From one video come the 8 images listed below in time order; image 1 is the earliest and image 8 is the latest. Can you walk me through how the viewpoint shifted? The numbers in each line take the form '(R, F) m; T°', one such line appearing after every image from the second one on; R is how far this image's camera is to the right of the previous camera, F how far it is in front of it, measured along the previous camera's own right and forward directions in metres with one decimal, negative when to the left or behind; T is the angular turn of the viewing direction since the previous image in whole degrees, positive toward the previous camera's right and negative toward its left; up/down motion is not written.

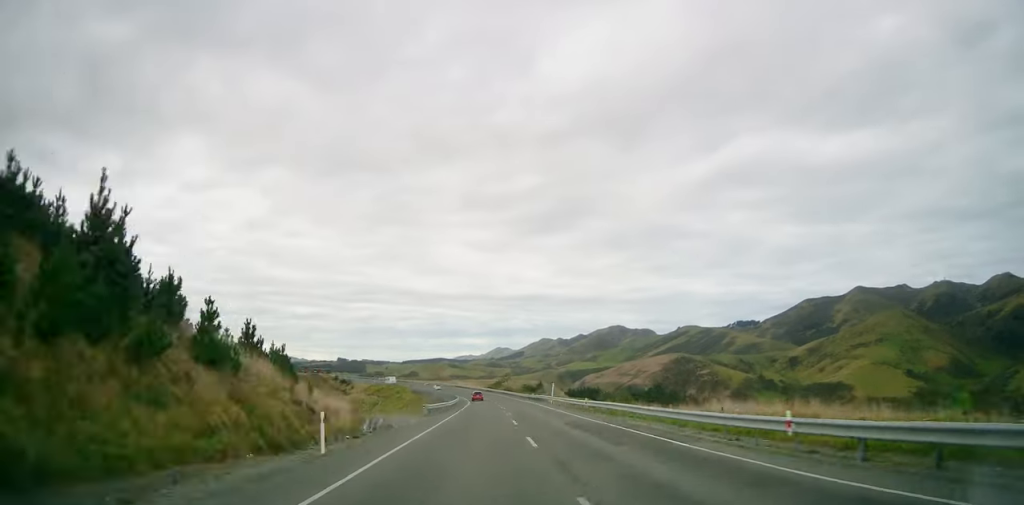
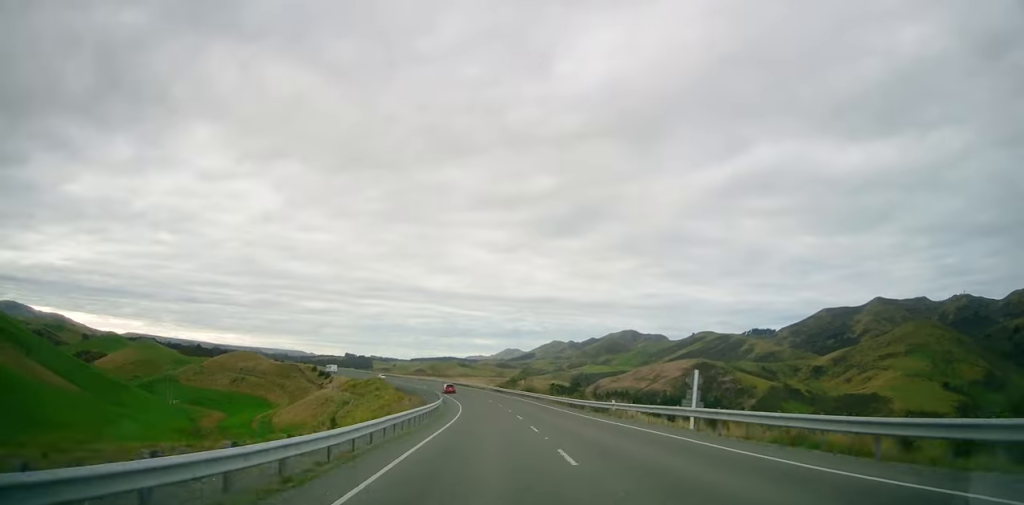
(+1.4, +44.3) m; -3°
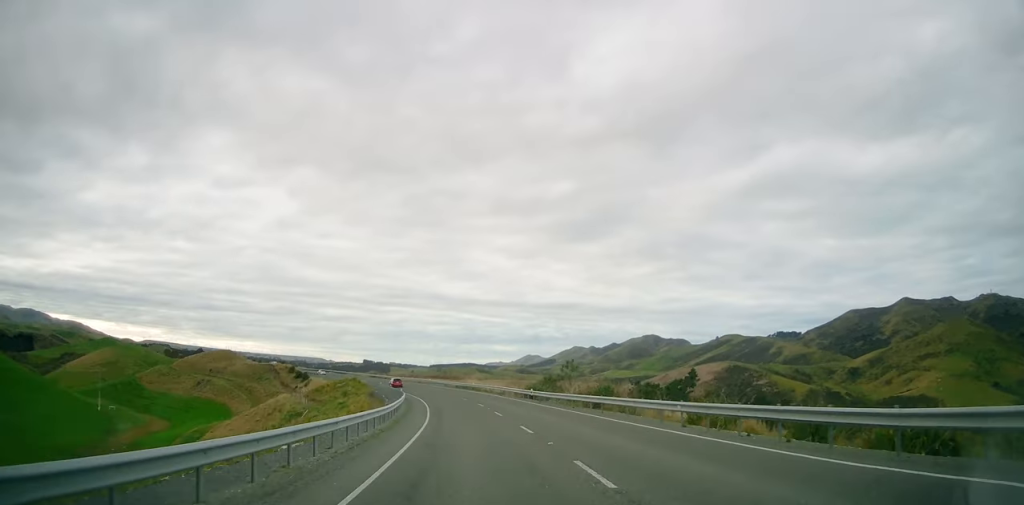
(-2.6, +42.1) m; -6°
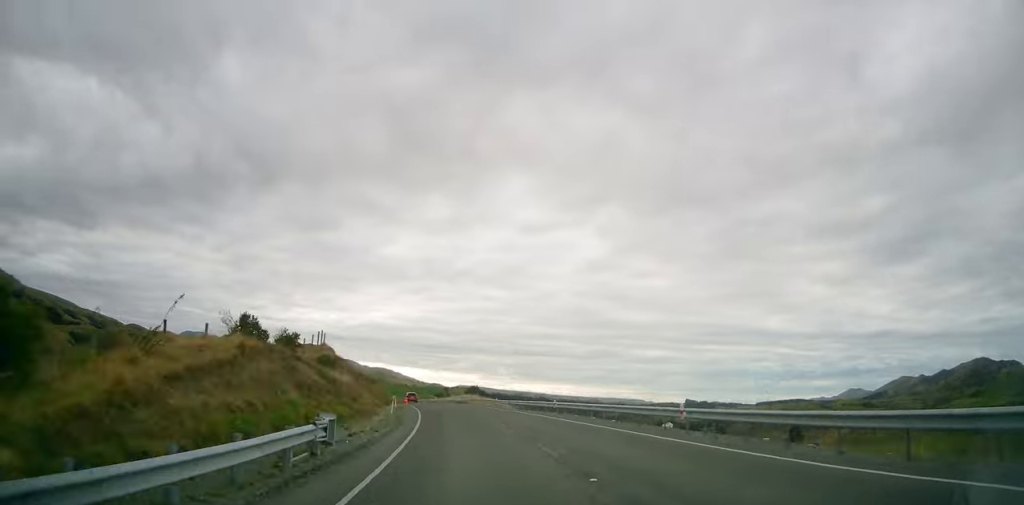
(-37.0, +154.9) m; -27°
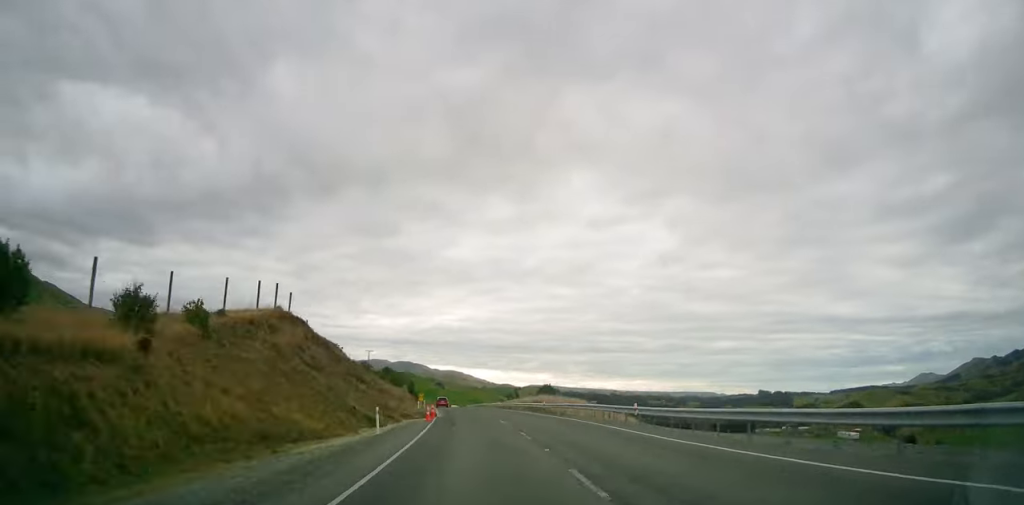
(-3.4, +35.2) m; -4°
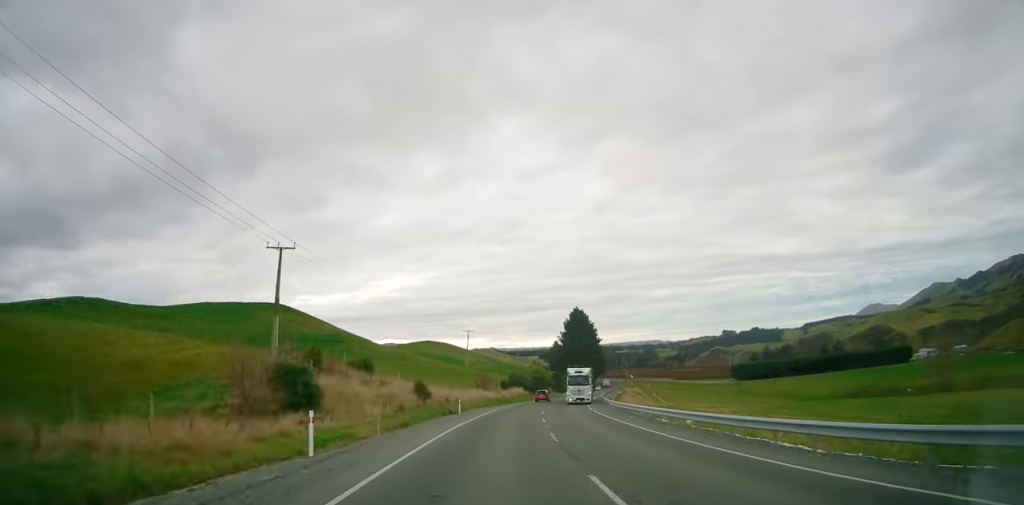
(0.0, +235.3) m; +12°
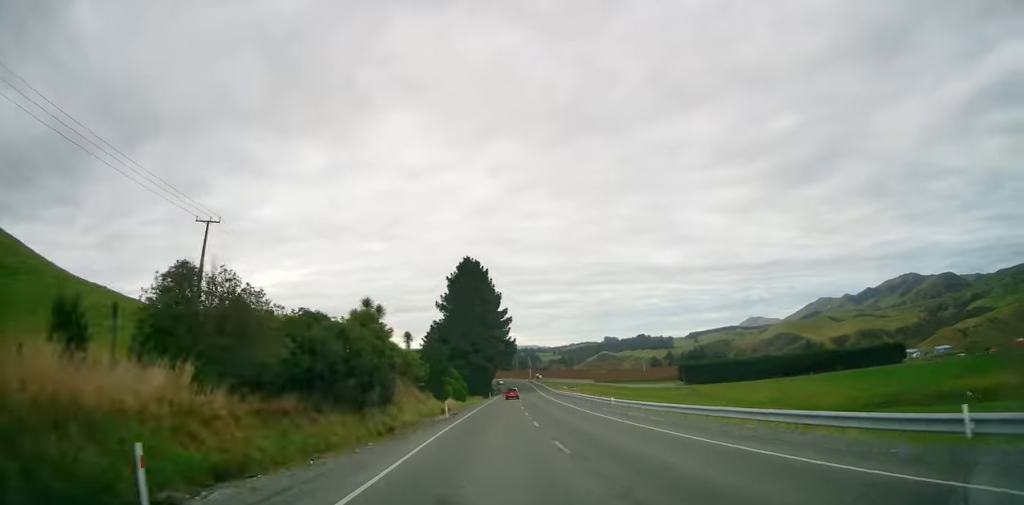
(+7.8, +84.8) m; +7°
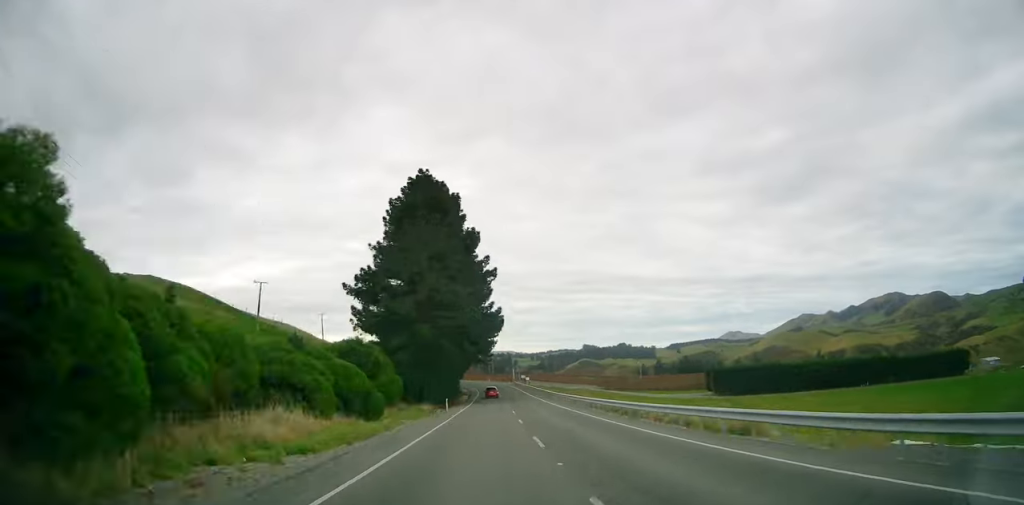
(+1.9, +48.0) m; 0°
